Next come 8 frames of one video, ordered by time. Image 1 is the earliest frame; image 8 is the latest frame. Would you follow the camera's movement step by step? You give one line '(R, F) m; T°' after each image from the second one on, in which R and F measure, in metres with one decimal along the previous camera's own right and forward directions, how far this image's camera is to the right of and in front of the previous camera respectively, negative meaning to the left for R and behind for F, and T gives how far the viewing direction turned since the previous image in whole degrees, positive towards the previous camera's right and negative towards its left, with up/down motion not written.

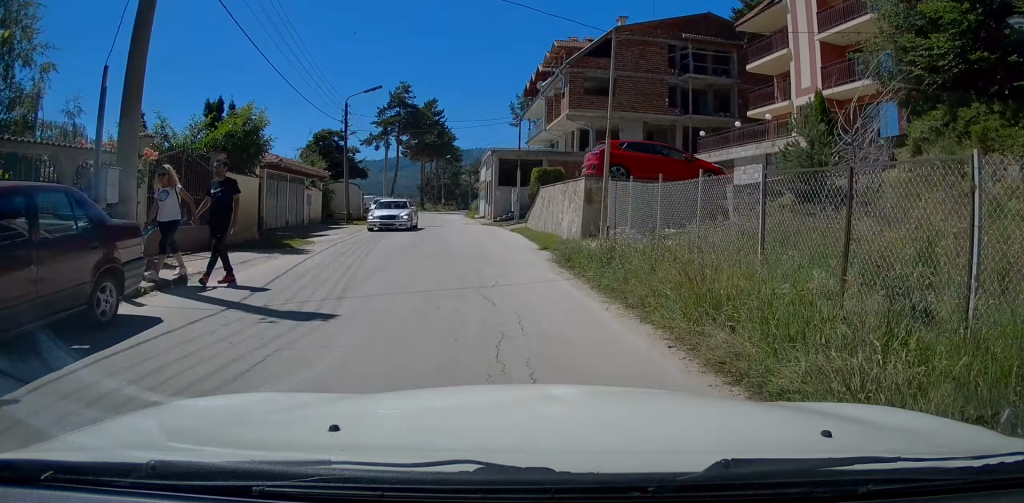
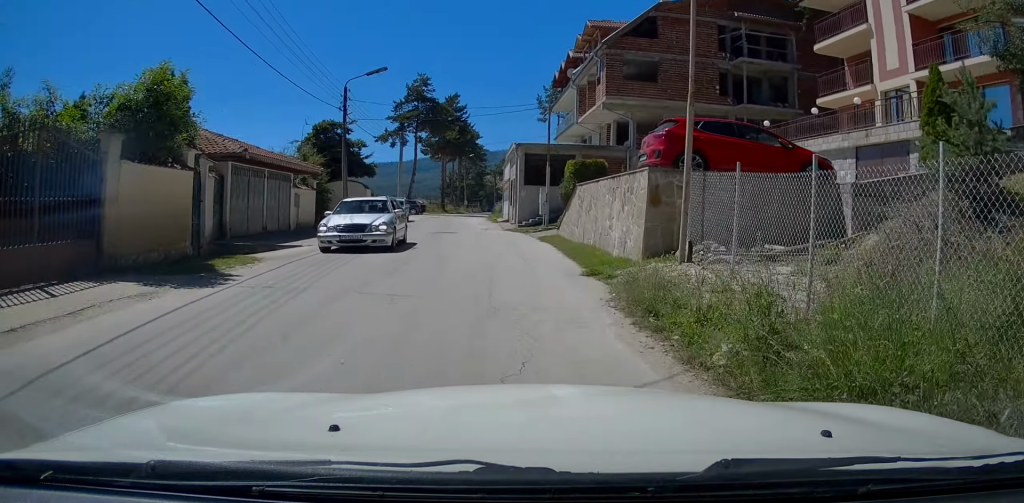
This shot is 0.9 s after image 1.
(-0.2, +5.2) m; -4°
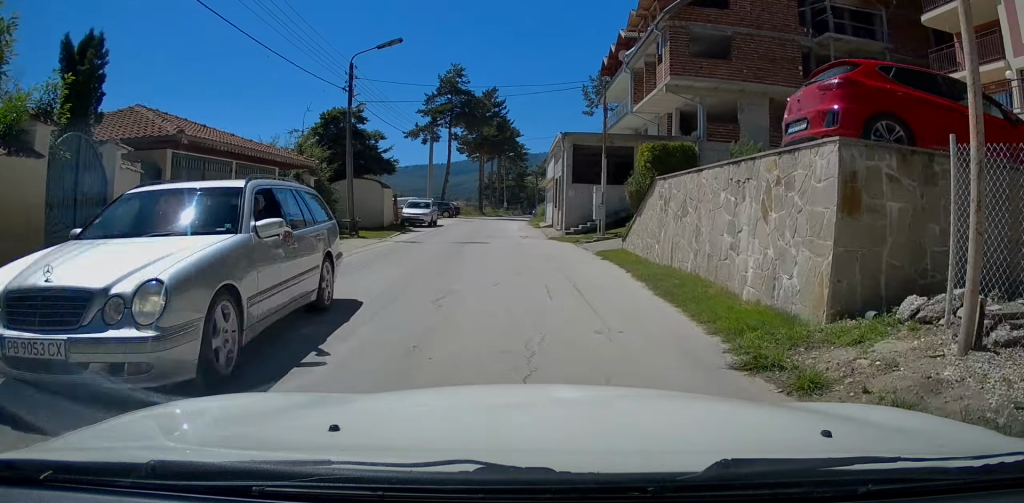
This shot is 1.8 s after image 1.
(-0.2, +5.7) m; -4°
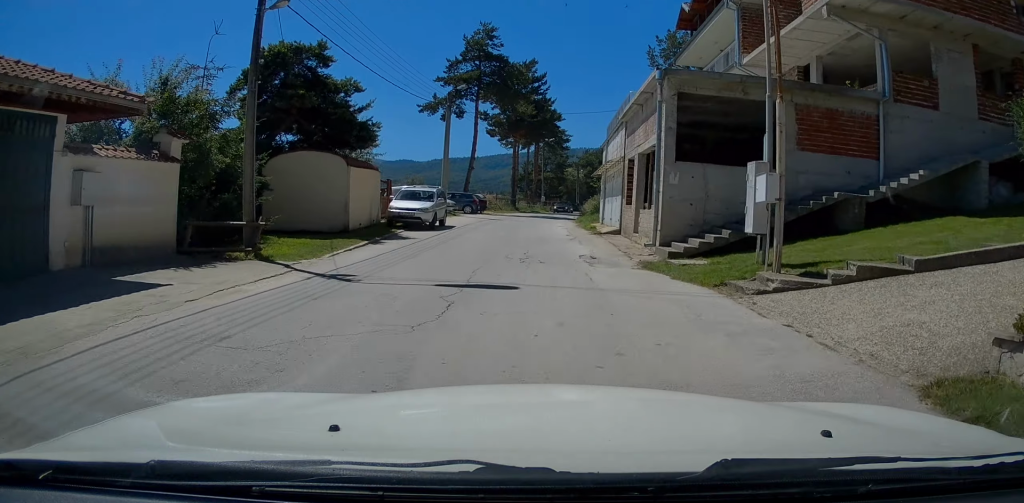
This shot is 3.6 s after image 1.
(-0.7, +12.4) m; -5°
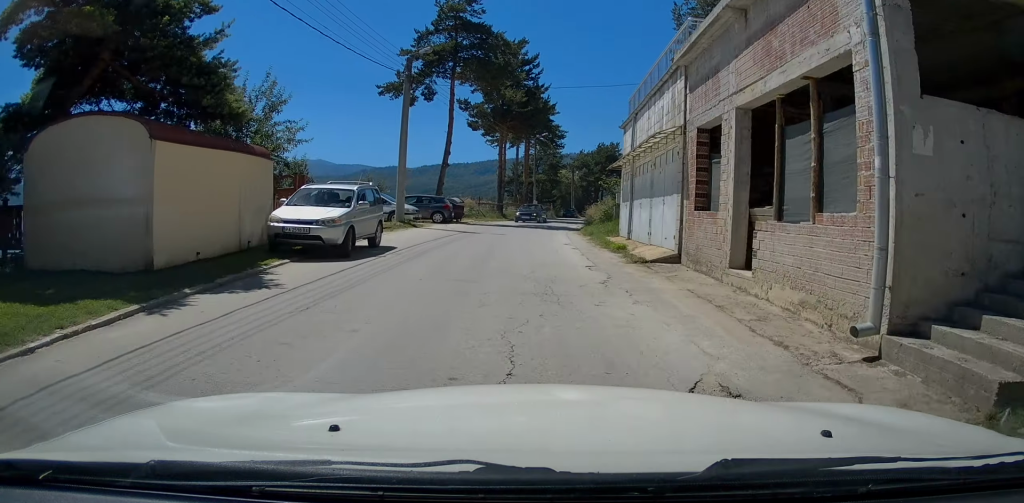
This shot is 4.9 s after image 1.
(-0.1, +10.2) m; +2°
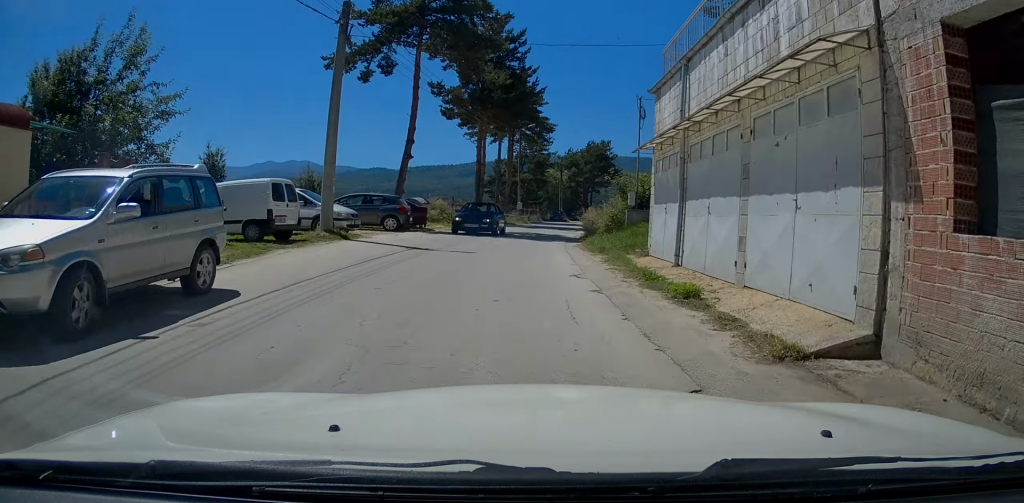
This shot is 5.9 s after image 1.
(+0.4, +8.2) m; +4°
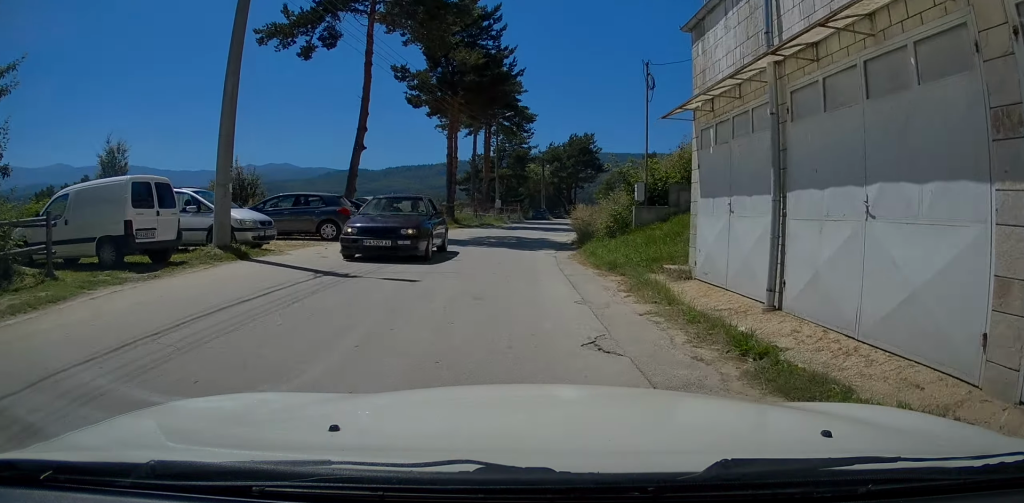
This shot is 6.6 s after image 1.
(+0.2, +5.6) m; +1°
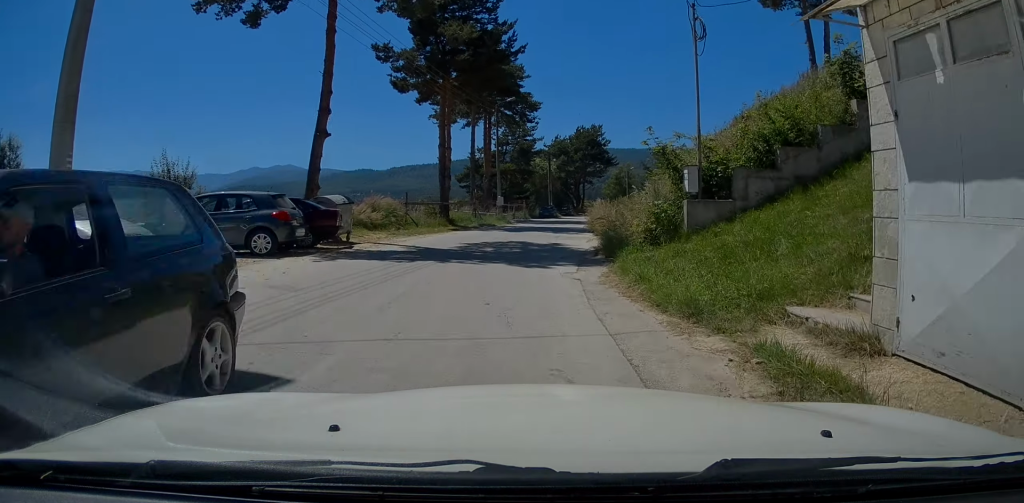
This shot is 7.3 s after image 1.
(-0.1, +5.4) m; -1°
